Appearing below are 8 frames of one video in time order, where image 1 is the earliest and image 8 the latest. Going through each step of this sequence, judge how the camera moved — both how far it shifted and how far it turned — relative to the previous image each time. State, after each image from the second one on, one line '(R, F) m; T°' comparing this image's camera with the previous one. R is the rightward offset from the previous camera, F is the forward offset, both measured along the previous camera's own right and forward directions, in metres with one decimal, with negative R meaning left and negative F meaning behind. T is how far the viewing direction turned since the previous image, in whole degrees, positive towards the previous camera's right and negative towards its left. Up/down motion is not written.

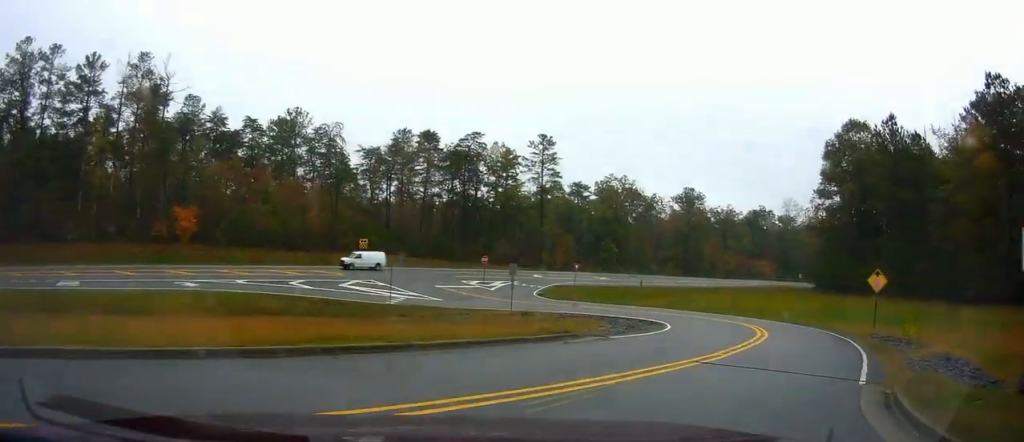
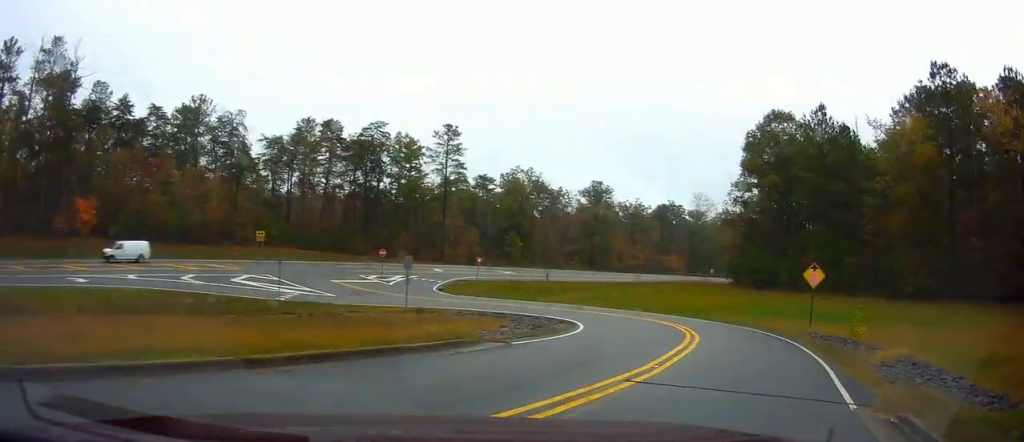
(-0.1, +6.1) m; +1°
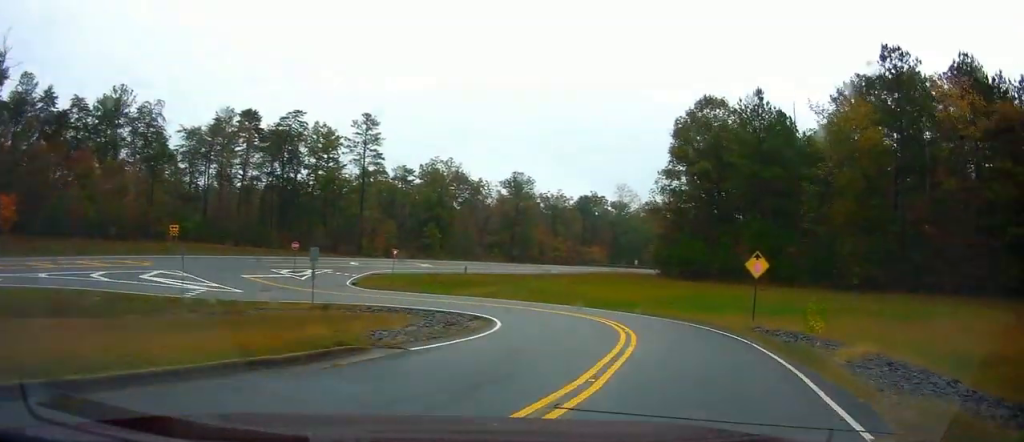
(-0.2, +4.3) m; +2°
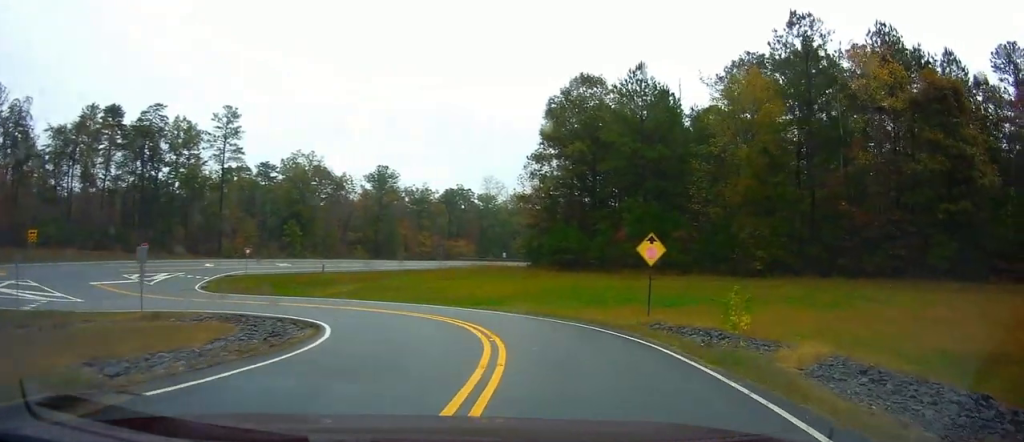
(+0.5, +6.1) m; +14°
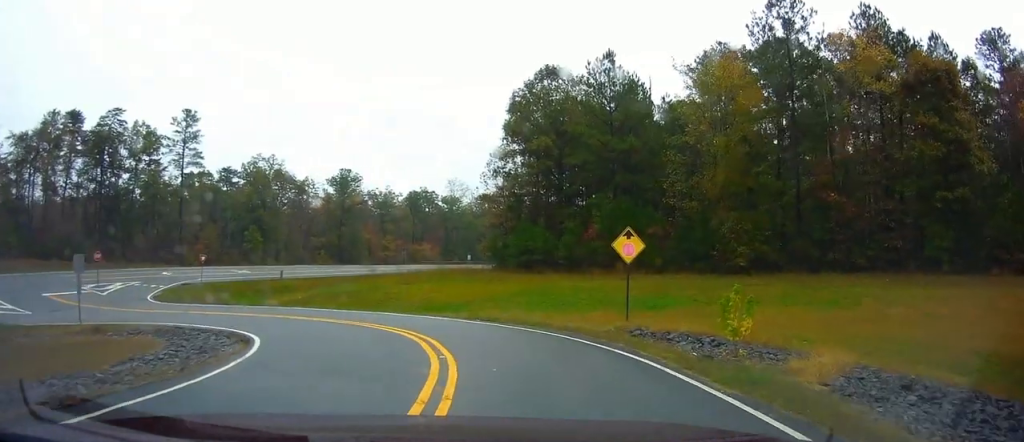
(0.0, +3.0) m; +9°
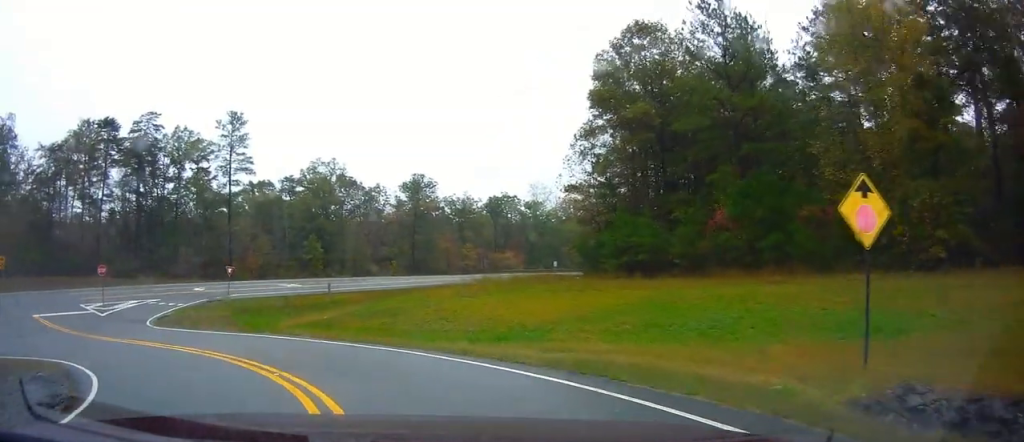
(+3.5, +10.4) m; +28°
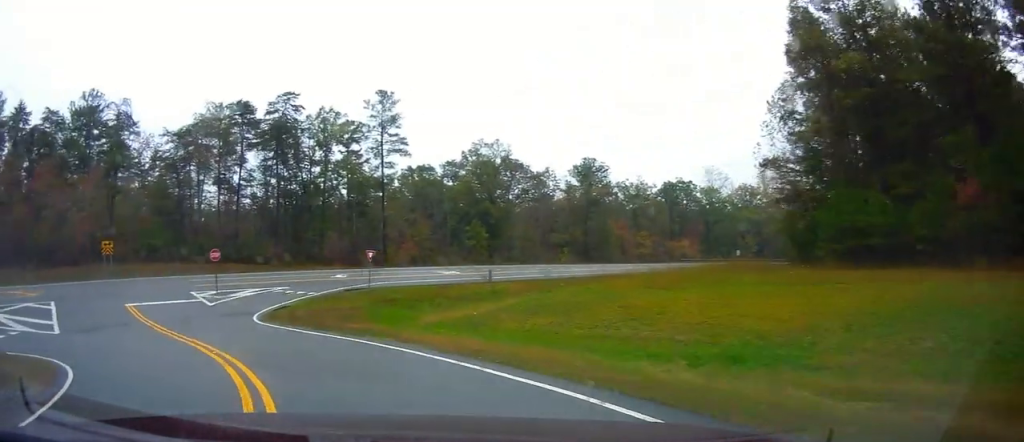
(+0.5, +7.0) m; -10°
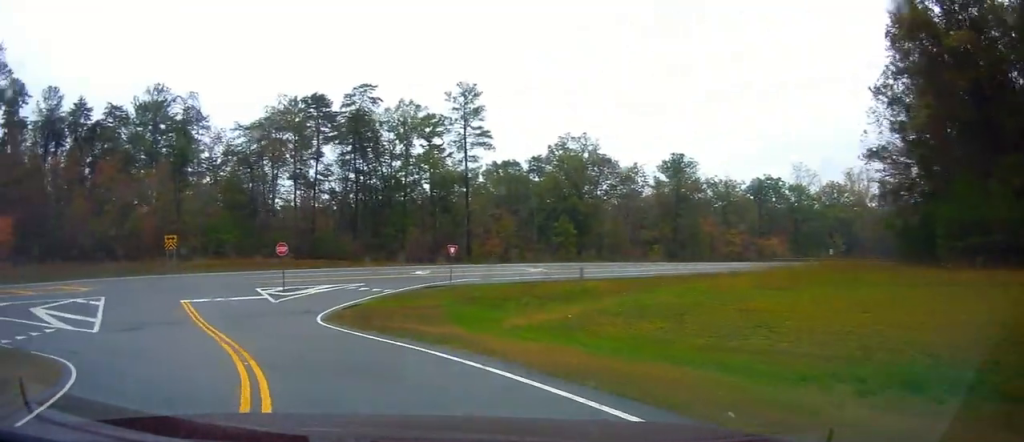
(-0.5, +2.9) m; -7°
